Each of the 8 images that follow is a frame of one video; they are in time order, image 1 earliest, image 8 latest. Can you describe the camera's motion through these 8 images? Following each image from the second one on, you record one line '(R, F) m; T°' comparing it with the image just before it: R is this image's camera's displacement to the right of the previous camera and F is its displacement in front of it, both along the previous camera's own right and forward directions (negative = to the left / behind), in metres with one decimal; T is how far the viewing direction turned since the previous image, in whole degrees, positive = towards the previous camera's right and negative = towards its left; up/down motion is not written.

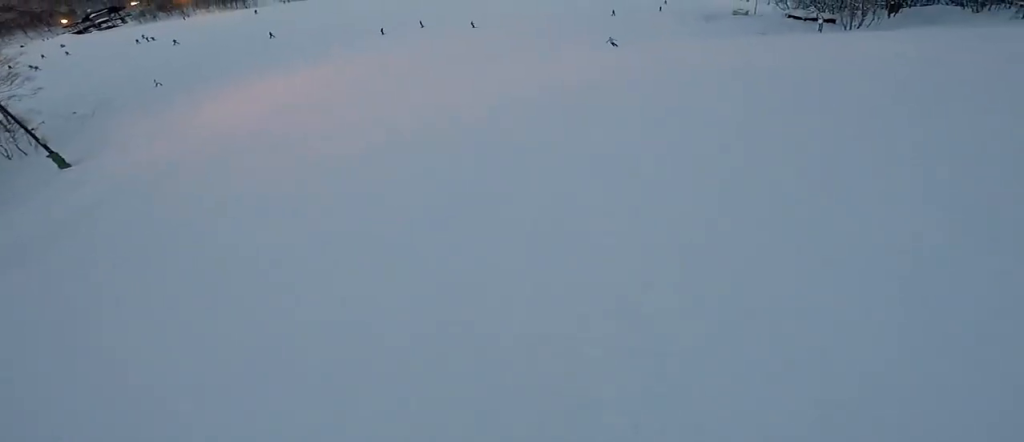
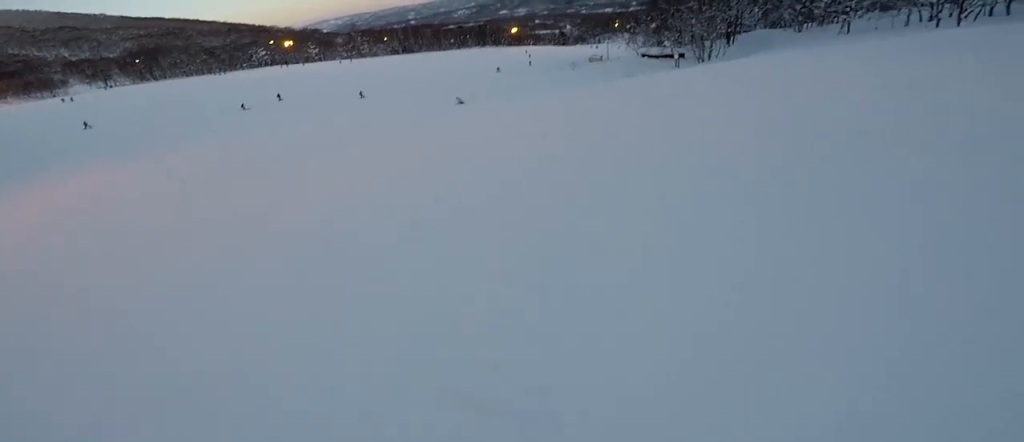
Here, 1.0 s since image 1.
(+0.5, +8.4) m; -2°
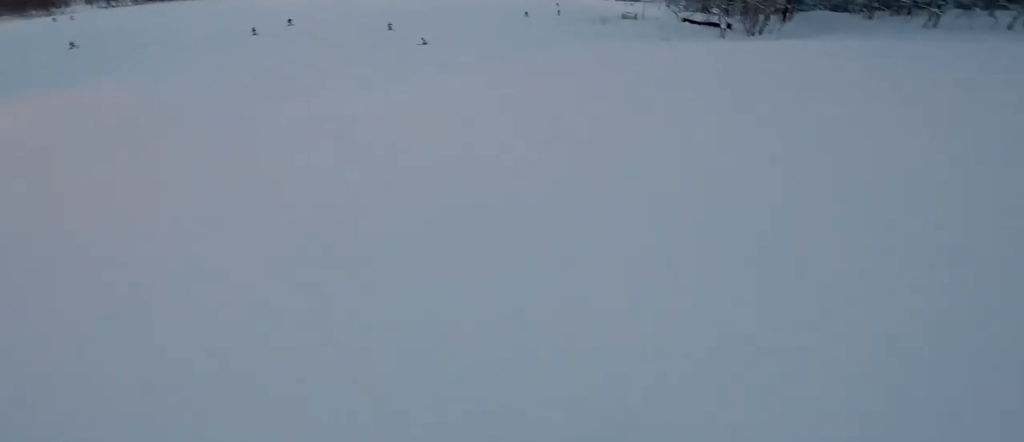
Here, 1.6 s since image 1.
(-0.1, +5.4) m; -8°
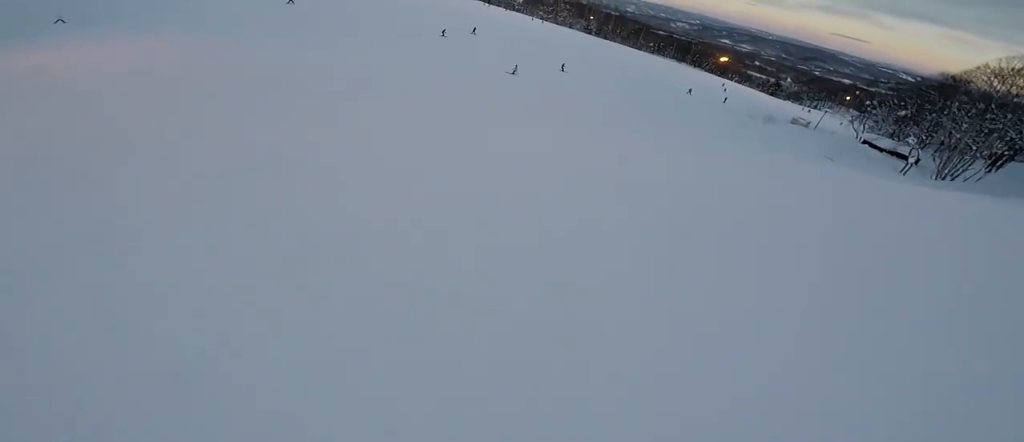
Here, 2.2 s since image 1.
(-0.5, +6.2) m; -14°
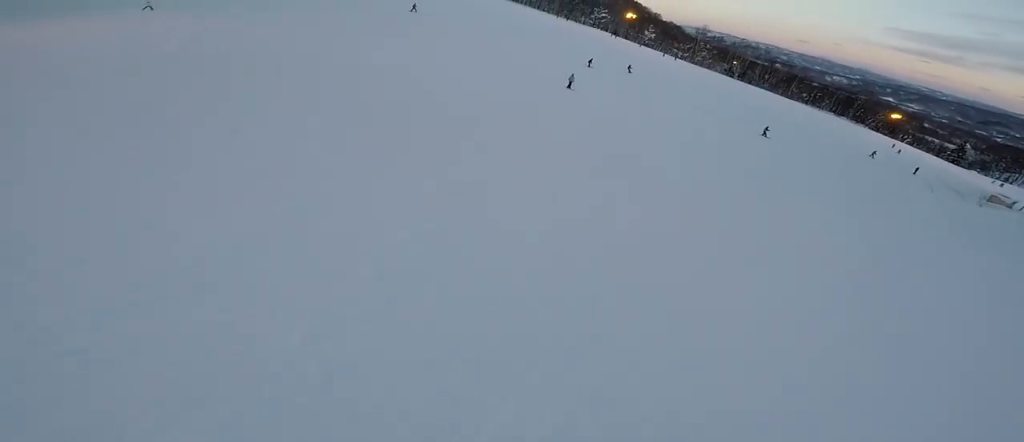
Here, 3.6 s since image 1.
(-2.8, +12.8) m; -16°
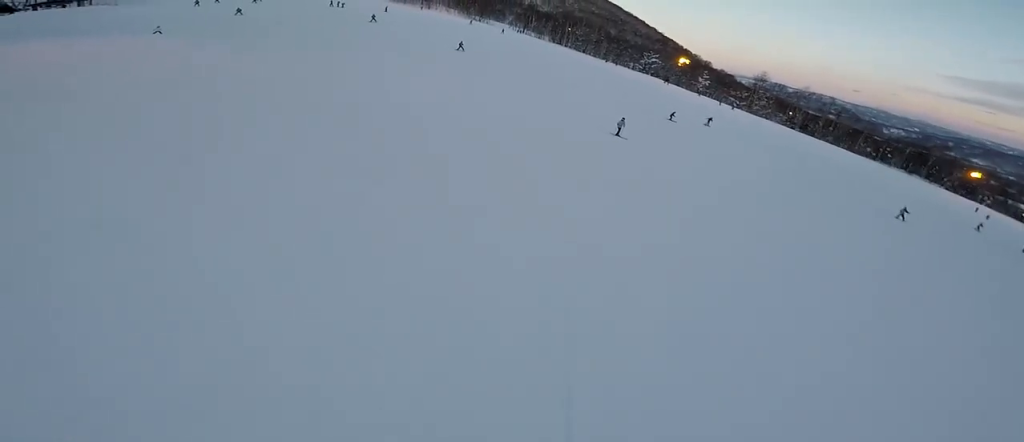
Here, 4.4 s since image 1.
(0.0, +7.5) m; -4°
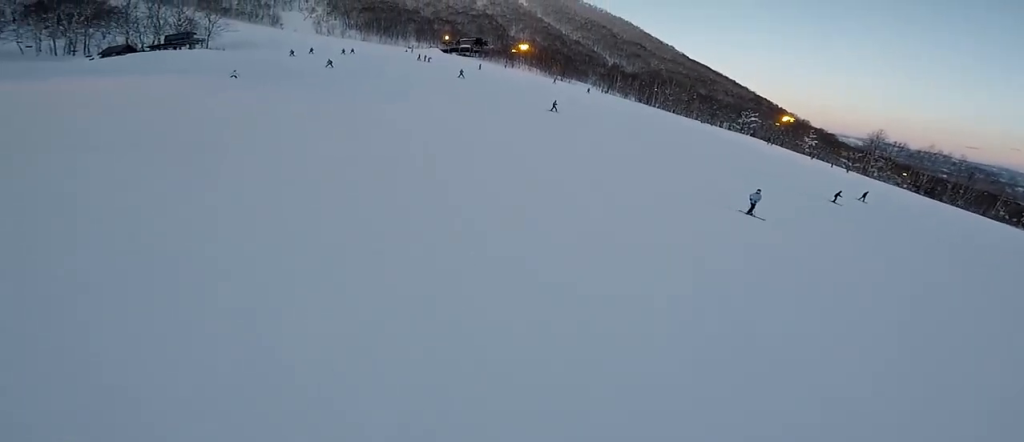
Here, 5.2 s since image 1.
(-0.7, +7.1) m; +5°
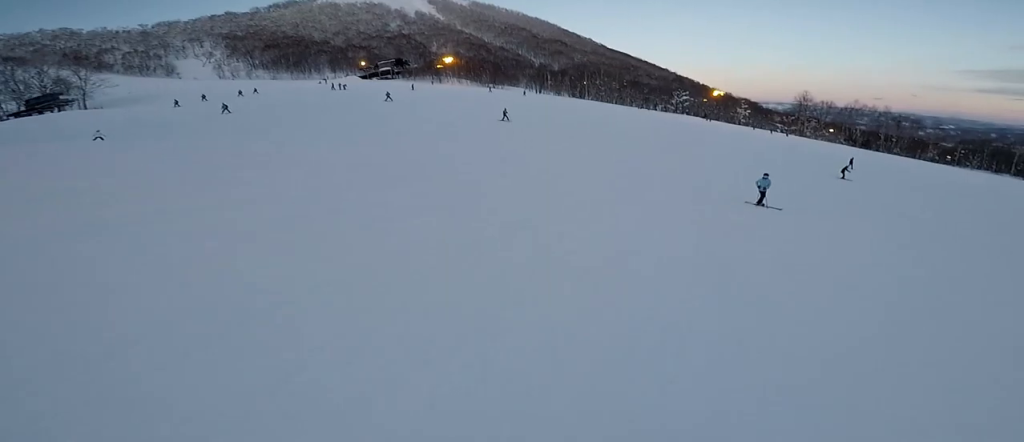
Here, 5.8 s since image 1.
(+0.5, +4.7) m; +12°
